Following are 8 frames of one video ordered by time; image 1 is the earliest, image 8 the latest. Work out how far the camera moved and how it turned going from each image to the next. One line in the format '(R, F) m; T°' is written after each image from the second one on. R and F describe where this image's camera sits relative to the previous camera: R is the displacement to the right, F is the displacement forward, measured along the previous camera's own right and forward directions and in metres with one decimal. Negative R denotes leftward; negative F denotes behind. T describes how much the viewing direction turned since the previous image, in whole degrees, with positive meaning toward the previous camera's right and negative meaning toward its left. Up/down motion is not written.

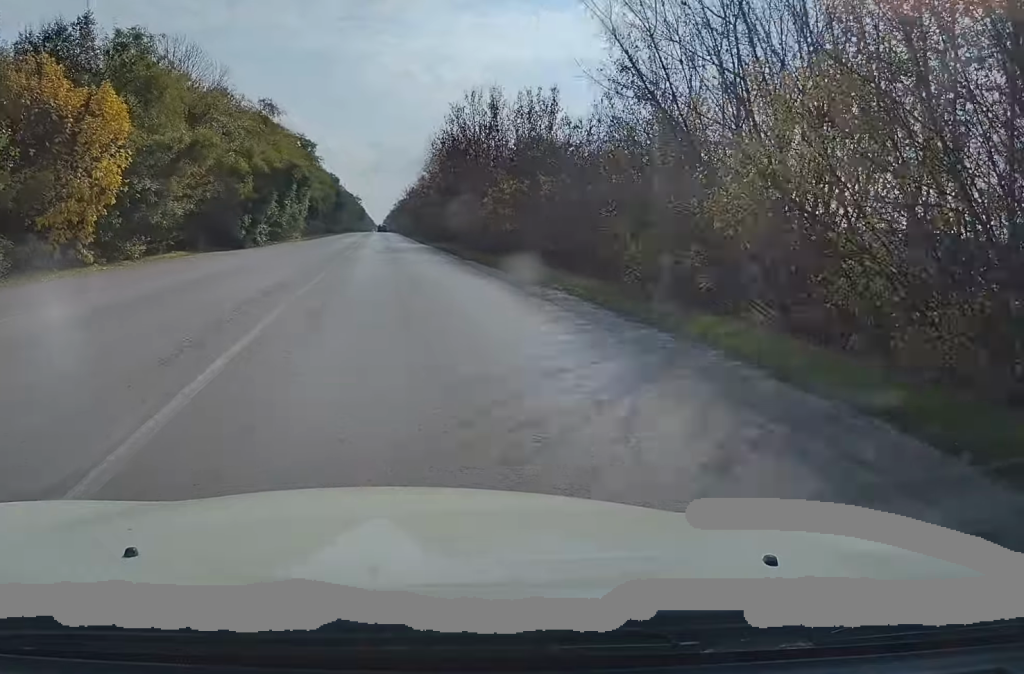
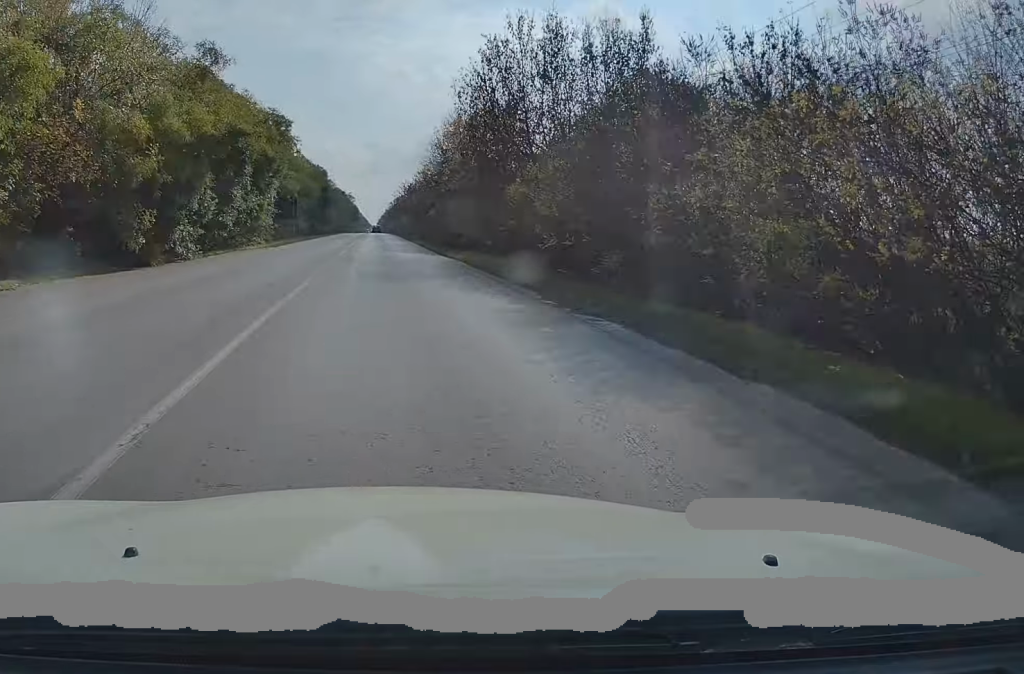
(0.0, +17.9) m; 0°
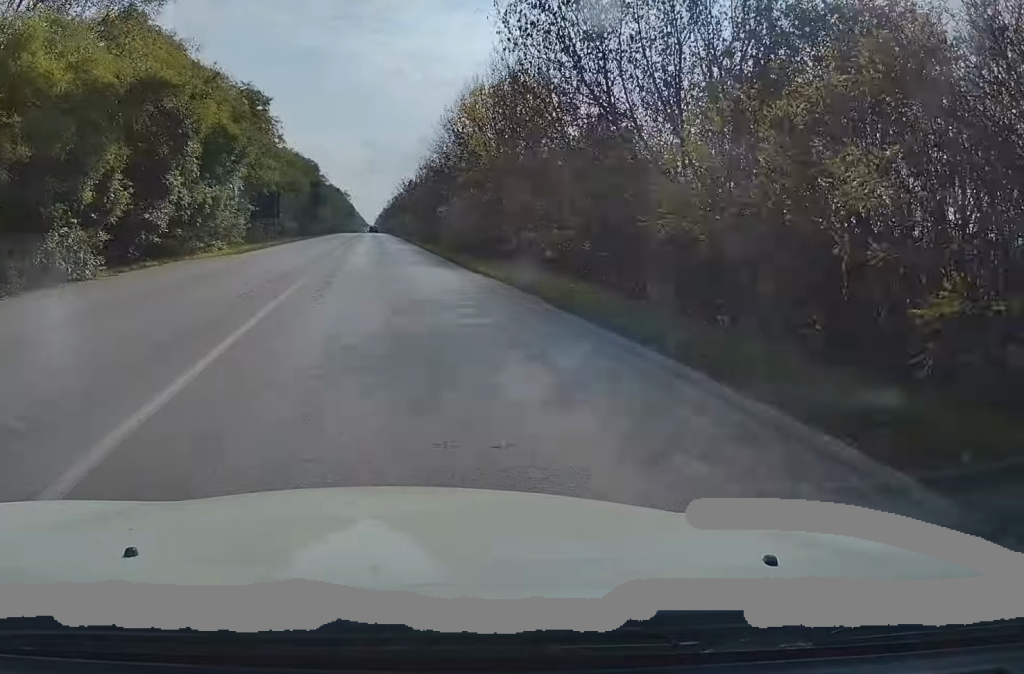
(0.0, +11.2) m; 0°
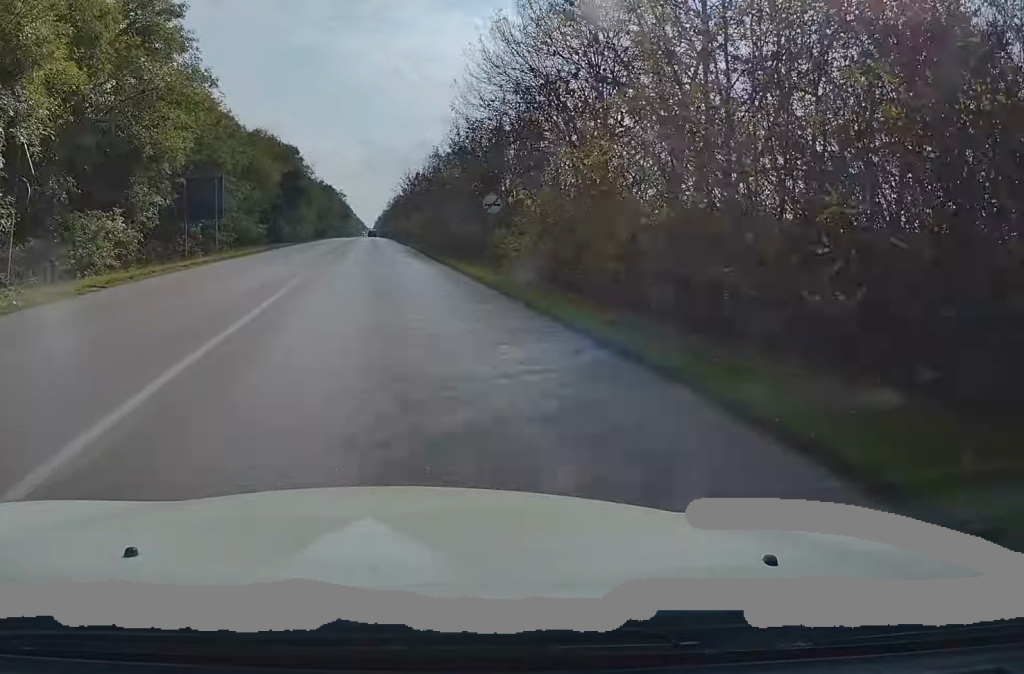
(+0.1, +23.6) m; 0°
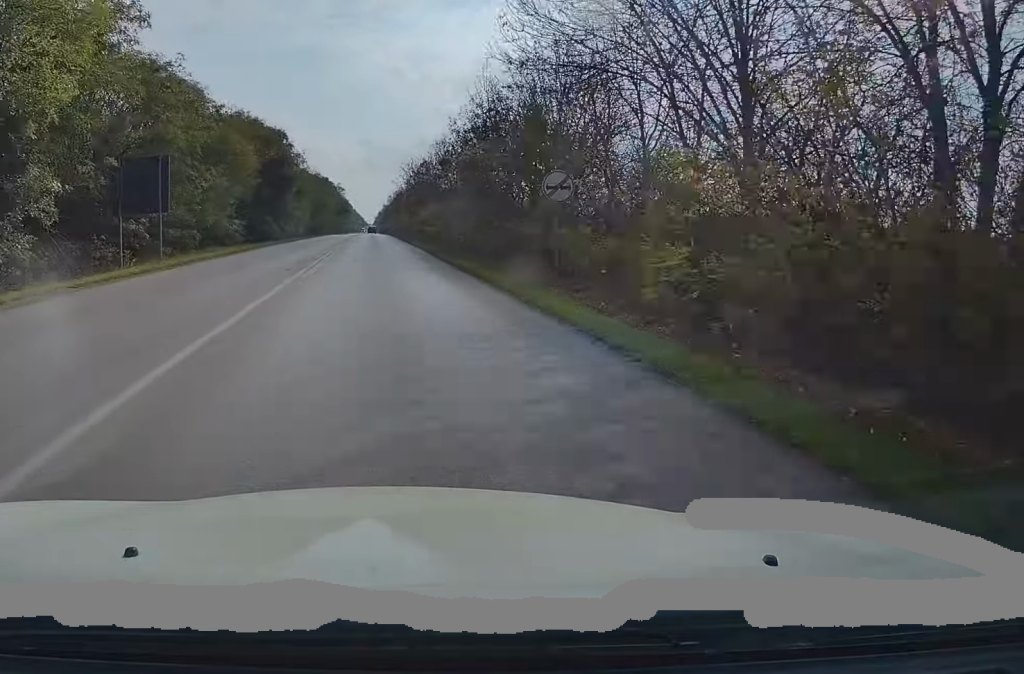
(-0.1, +10.8) m; 0°
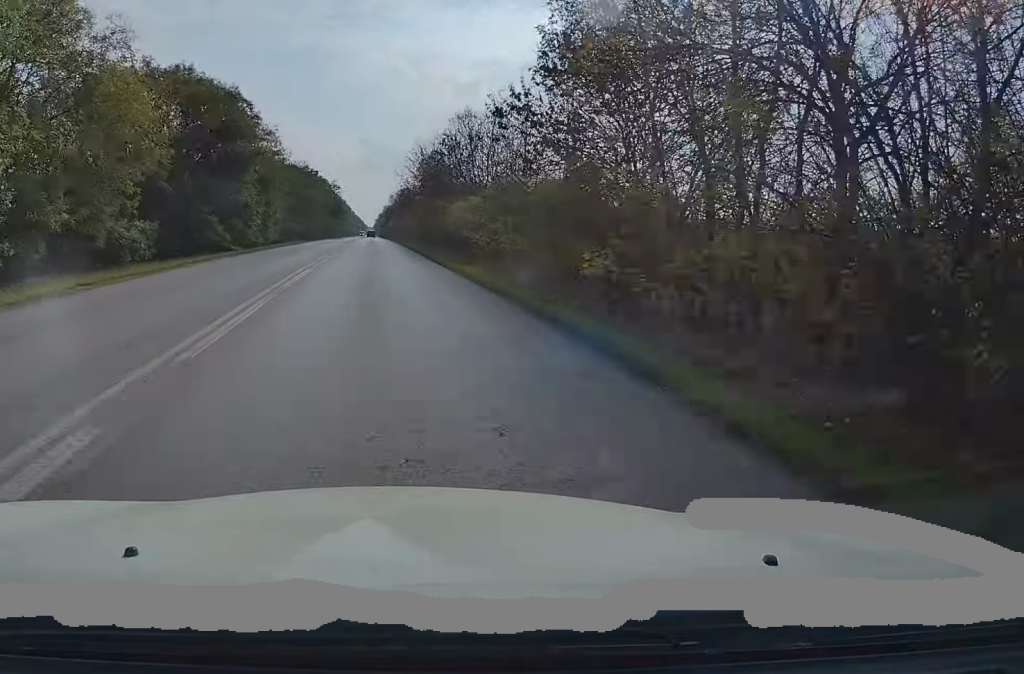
(+0.1, +21.7) m; 0°
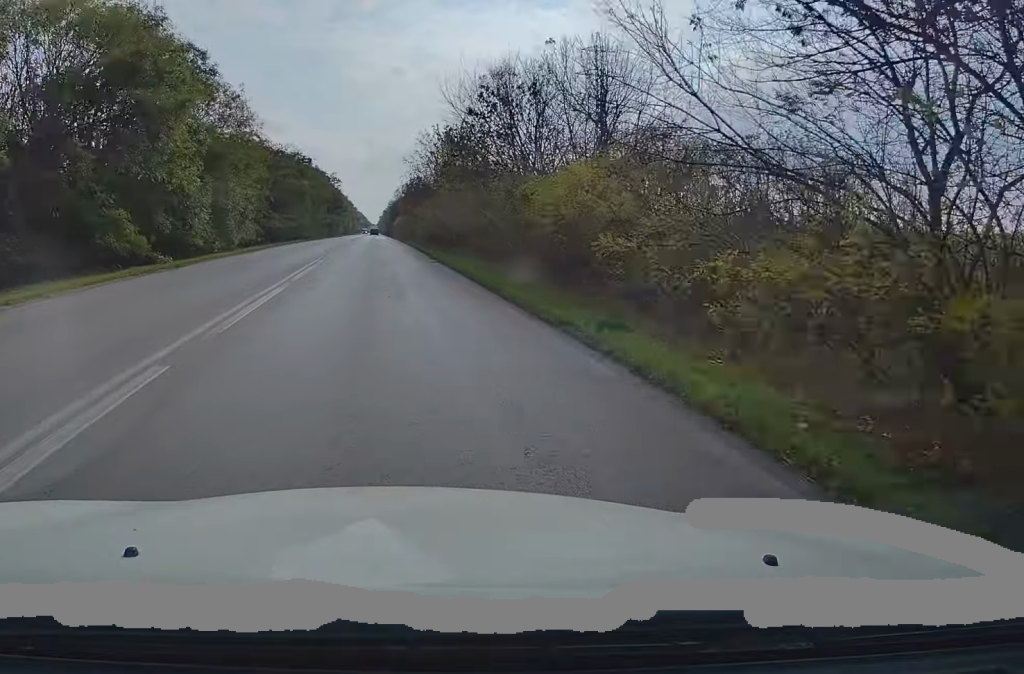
(0.0, +16.1) m; 0°
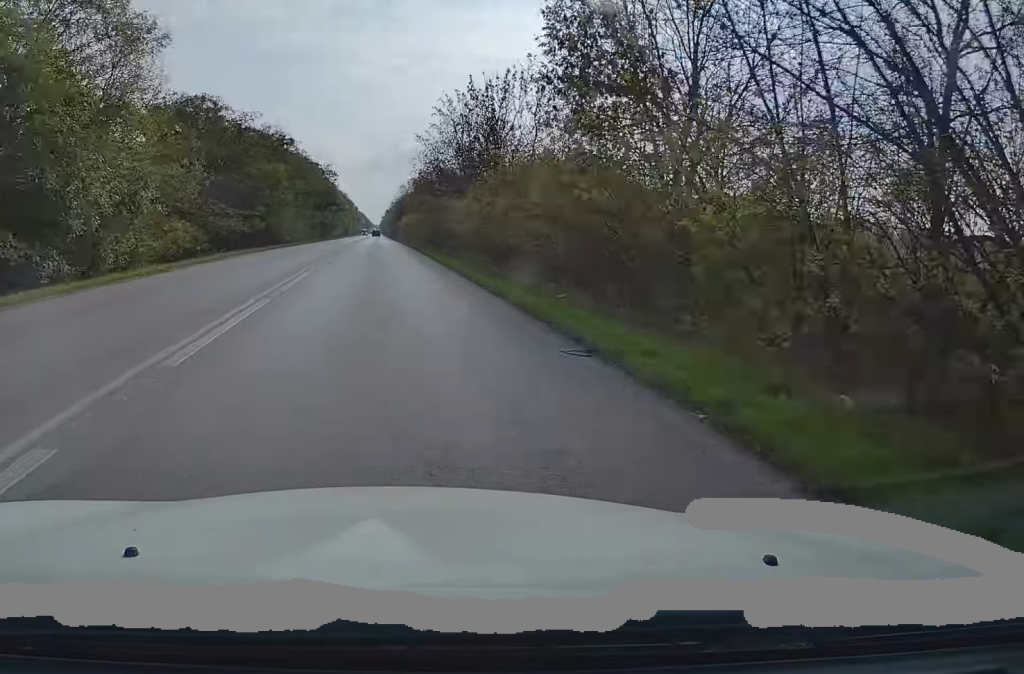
(-0.1, +20.6) m; 0°
